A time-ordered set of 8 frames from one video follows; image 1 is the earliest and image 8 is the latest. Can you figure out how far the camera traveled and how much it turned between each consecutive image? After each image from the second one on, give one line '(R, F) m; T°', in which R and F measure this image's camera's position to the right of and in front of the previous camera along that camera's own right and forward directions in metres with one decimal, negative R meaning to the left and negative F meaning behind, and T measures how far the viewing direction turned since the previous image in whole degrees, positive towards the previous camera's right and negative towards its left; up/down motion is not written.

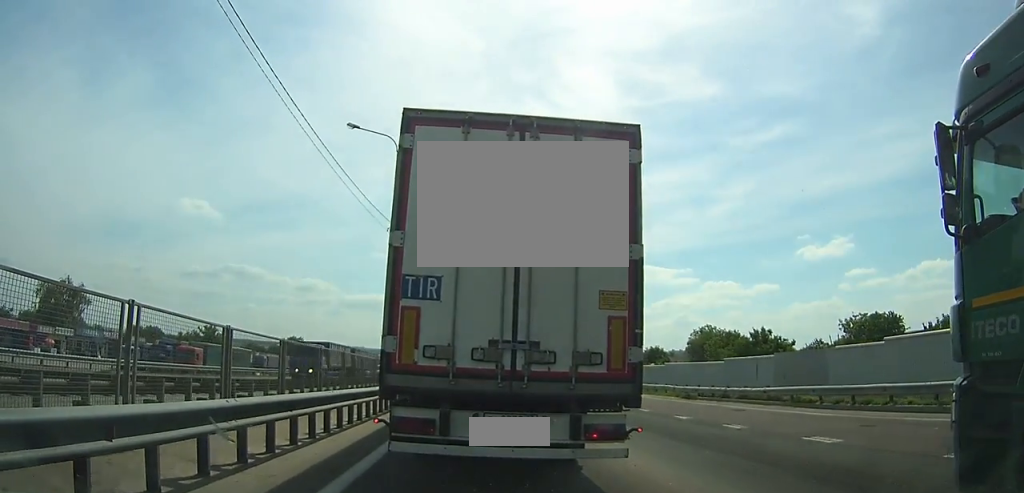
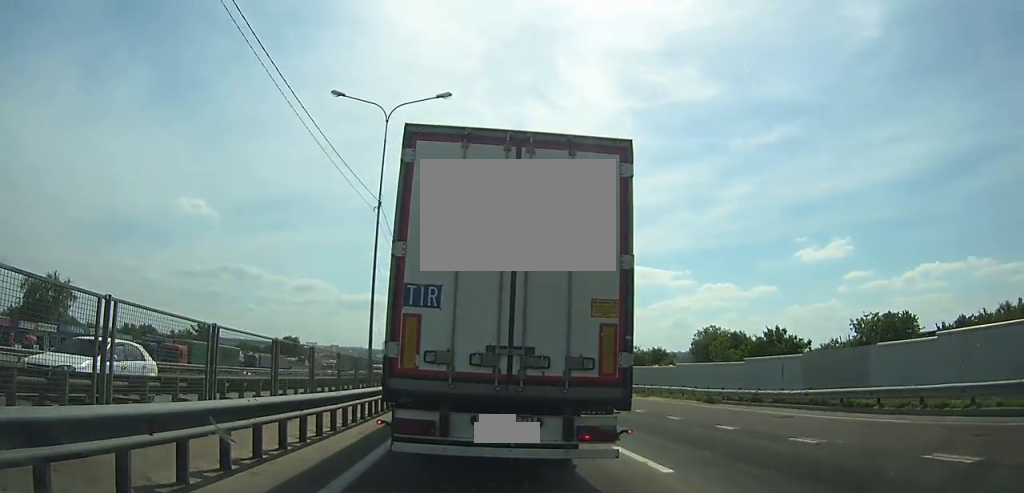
(+0.1, +3.8) m; +1°
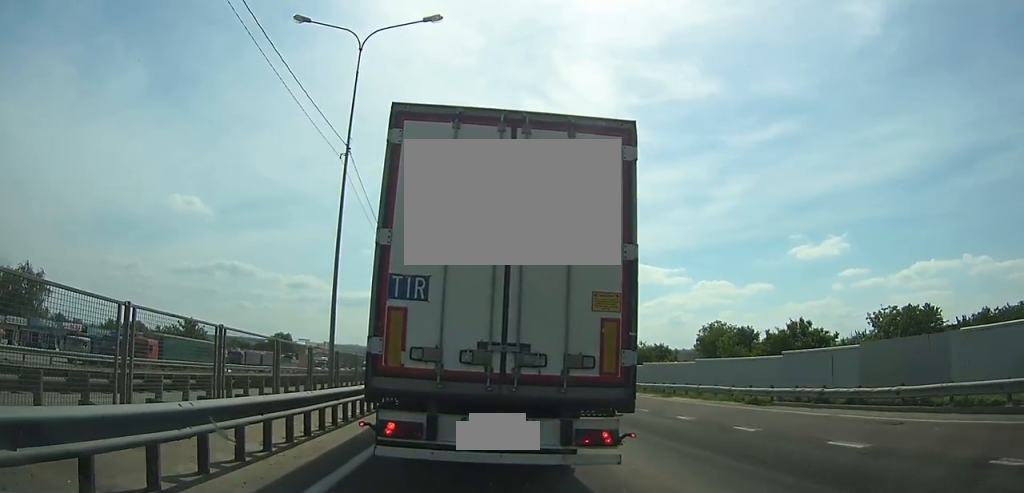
(-0.2, +5.6) m; -6°
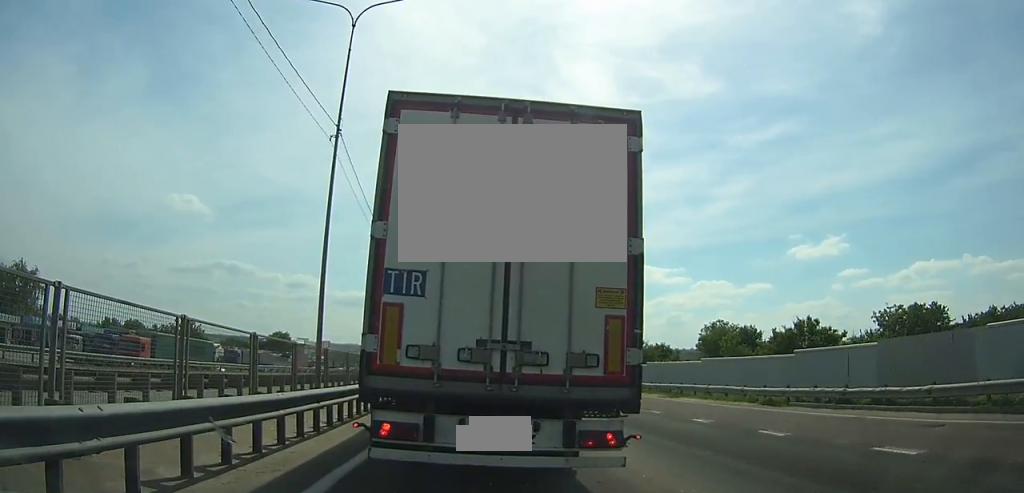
(-0.1, +2.6) m; -2°
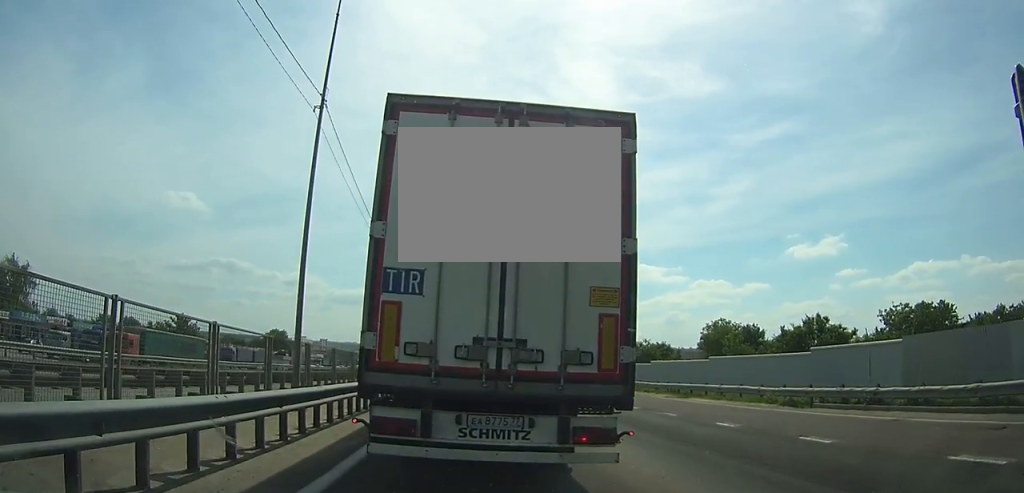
(+0.1, +3.3) m; +3°
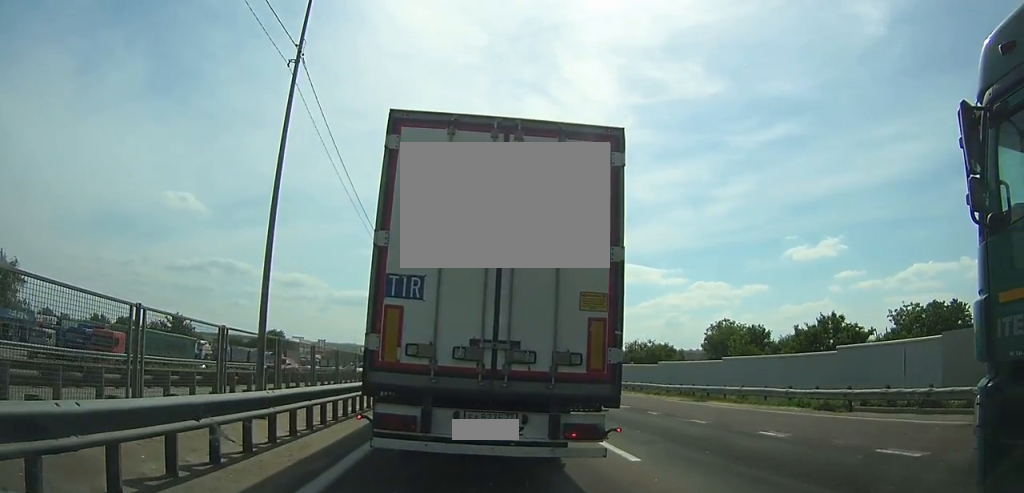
(+0.2, +3.6) m; +6°
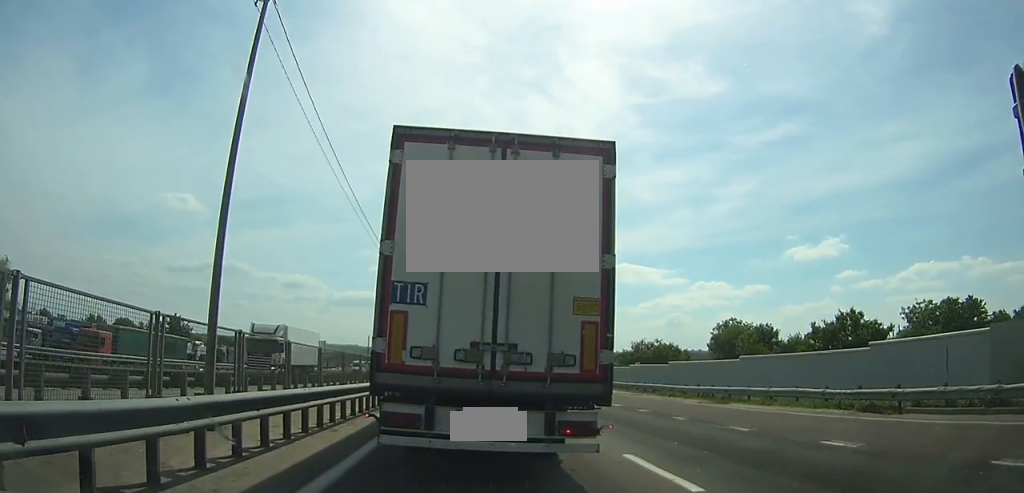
(+0.1, +2.4) m; +3°
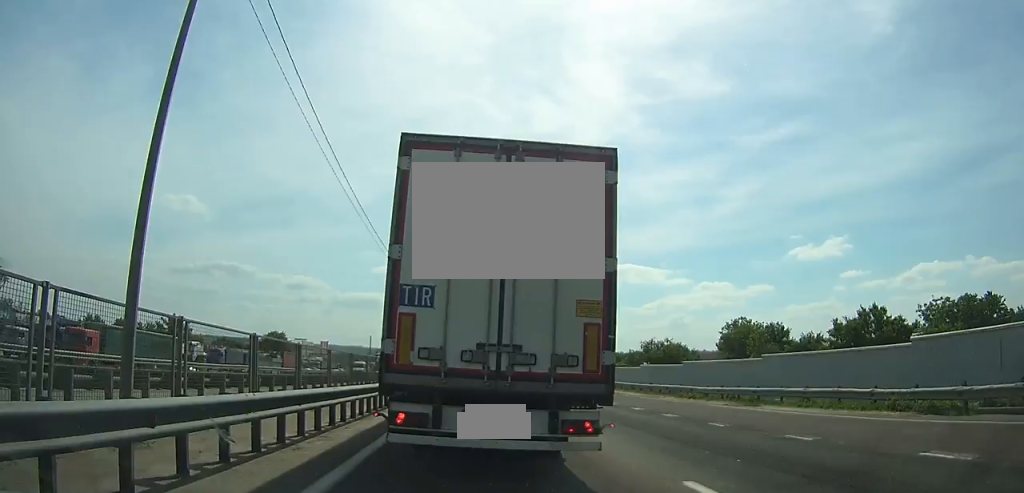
(0.0, +2.0) m; -1°
